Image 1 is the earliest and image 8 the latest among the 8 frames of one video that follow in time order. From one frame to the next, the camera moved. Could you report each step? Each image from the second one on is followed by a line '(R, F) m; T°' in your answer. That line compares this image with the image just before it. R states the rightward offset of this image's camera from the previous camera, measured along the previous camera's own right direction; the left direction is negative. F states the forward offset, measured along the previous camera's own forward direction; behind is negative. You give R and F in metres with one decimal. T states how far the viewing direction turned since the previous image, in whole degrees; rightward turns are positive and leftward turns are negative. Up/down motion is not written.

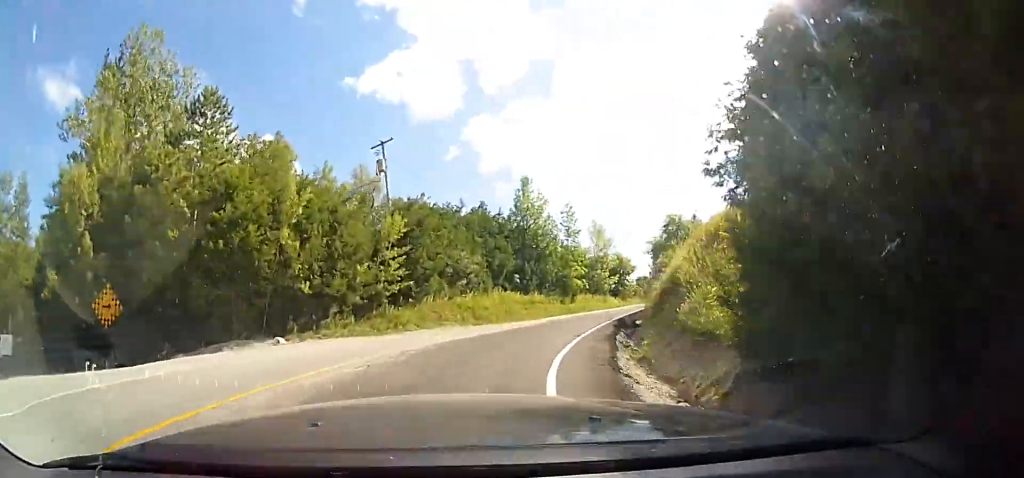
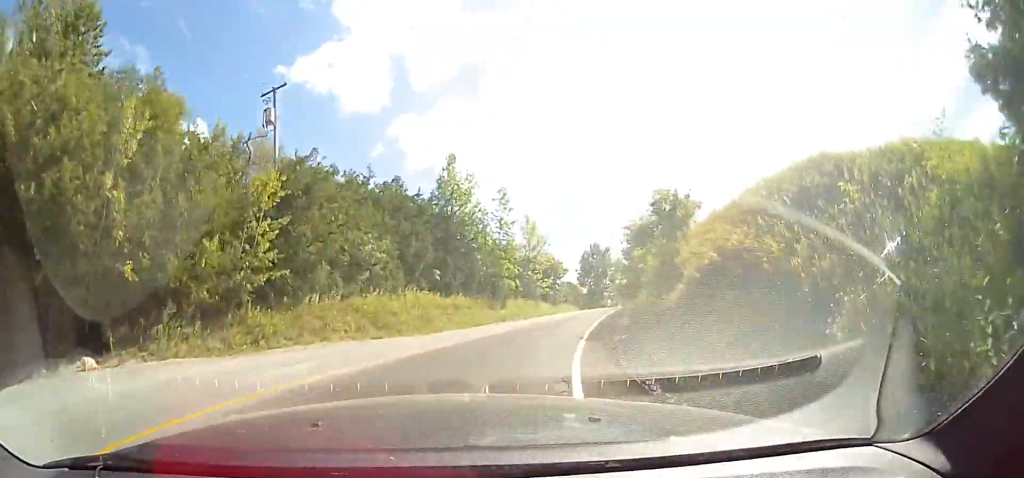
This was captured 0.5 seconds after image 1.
(-0.2, +7.5) m; +11°
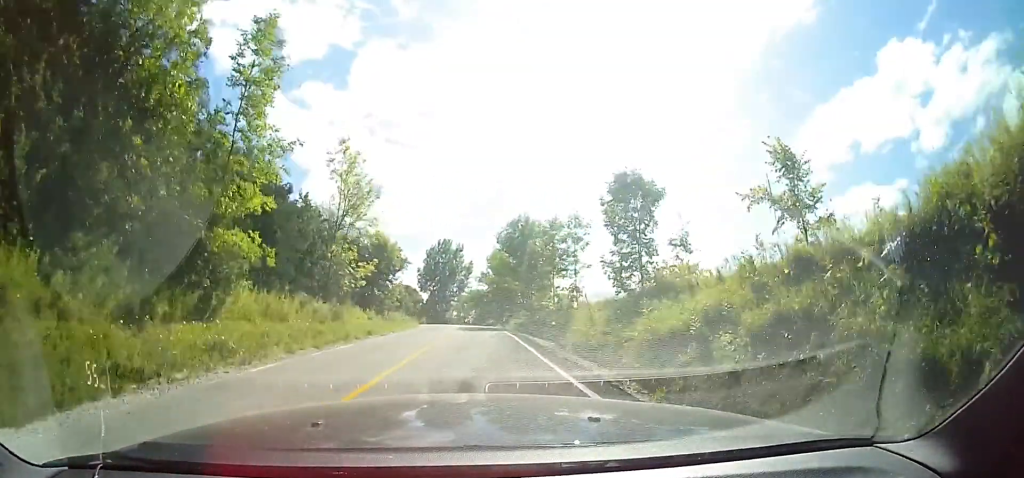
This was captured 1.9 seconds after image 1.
(+5.9, +23.3) m; +16°
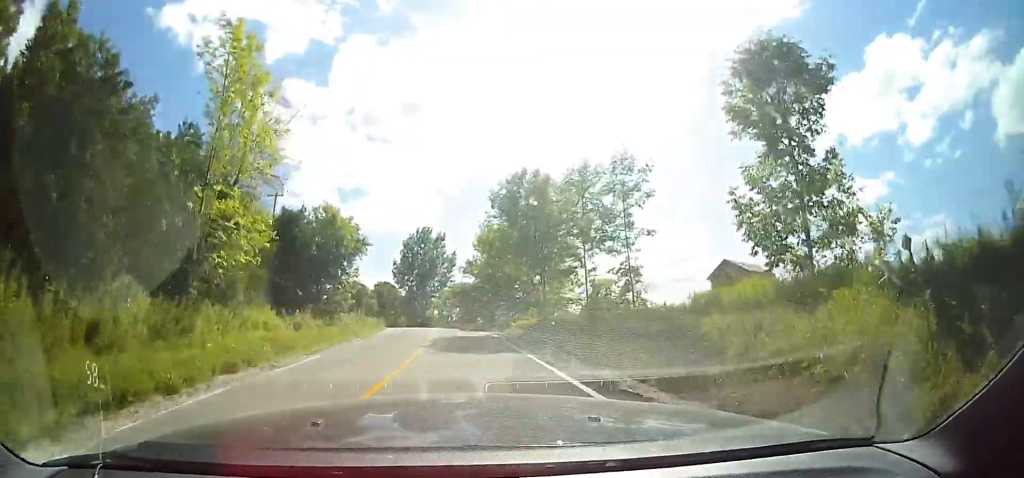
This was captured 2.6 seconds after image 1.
(+0.2, +12.4) m; +1°
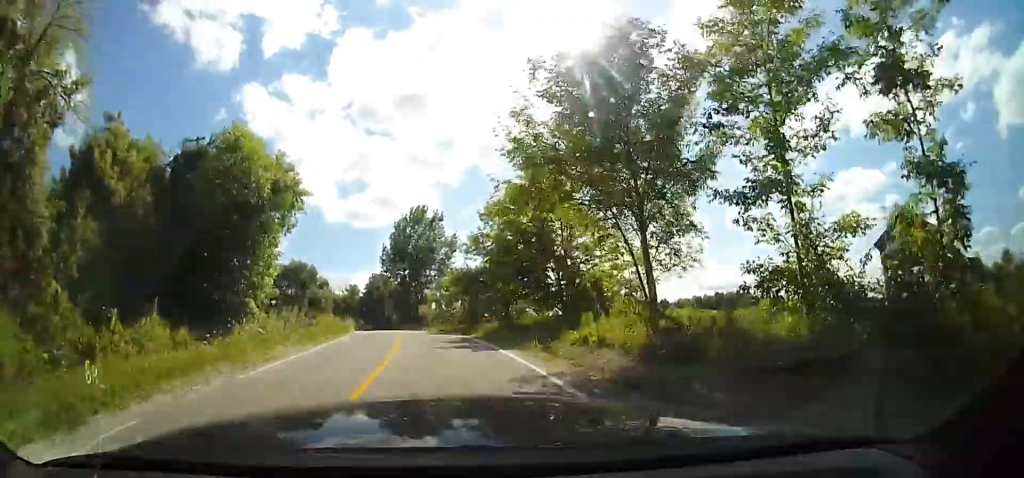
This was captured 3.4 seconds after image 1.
(+0.2, +14.1) m; -3°
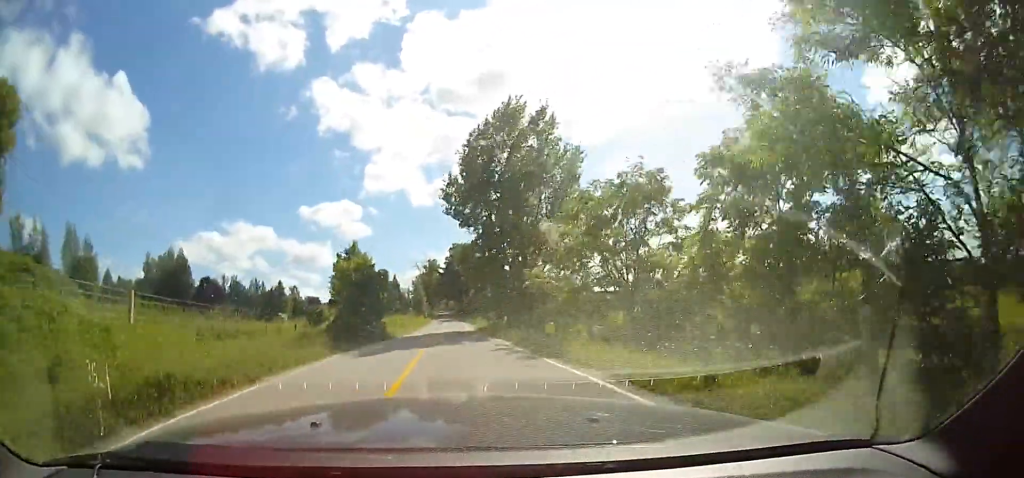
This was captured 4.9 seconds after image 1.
(-2.0, +32.7) m; -5°
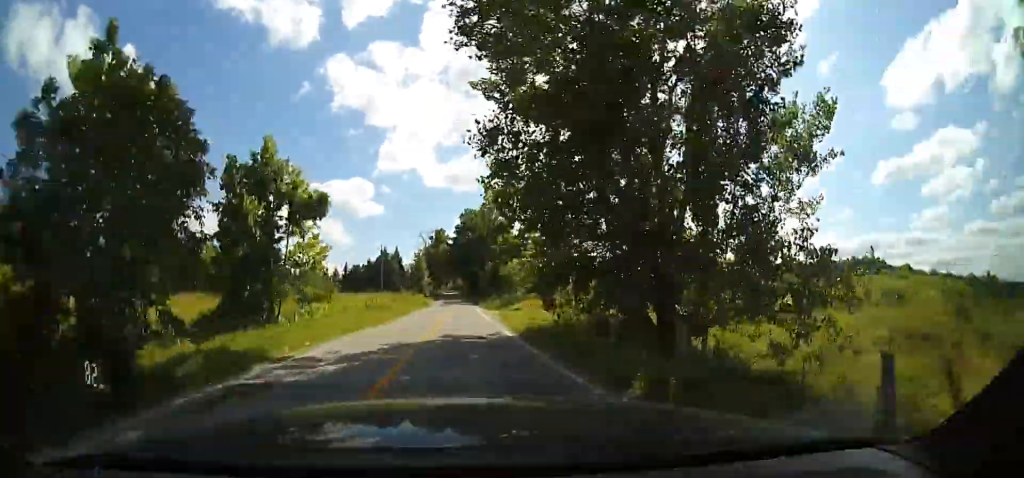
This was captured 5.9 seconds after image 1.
(-0.3, +23.2) m; -2°
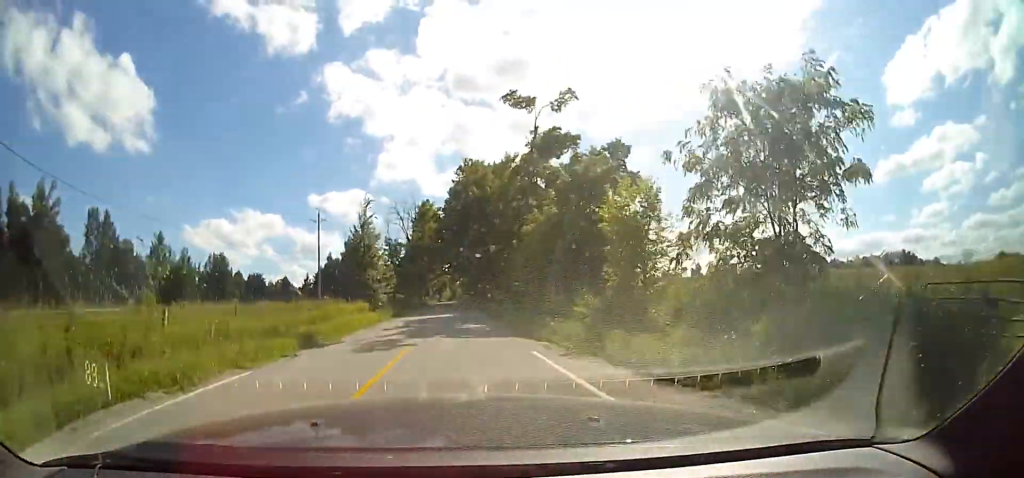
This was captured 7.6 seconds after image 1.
(-0.6, +40.8) m; -1°
